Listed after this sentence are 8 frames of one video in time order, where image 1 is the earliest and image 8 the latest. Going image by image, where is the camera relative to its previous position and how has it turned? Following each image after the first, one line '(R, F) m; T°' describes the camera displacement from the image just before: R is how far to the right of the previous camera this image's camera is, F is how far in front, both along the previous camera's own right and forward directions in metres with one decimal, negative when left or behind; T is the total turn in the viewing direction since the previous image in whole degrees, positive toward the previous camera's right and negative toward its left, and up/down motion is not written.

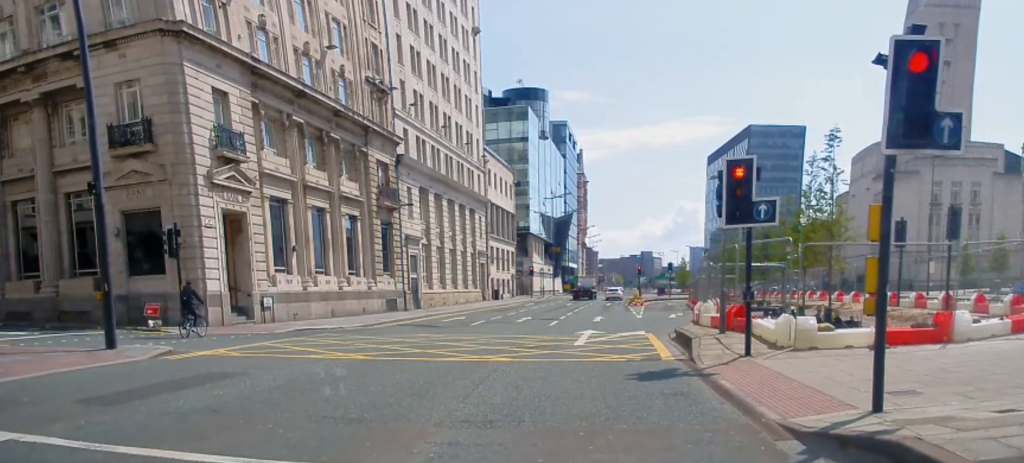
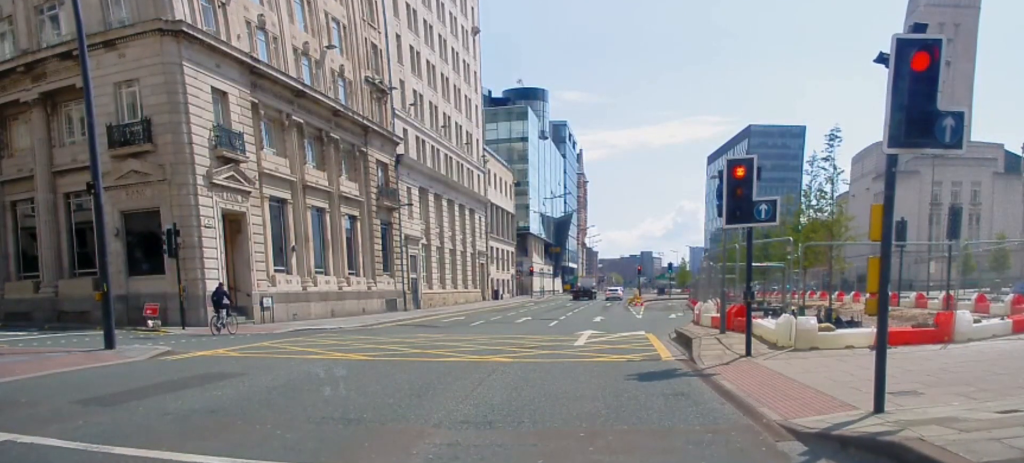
(-0.1, +0.1) m; 0°
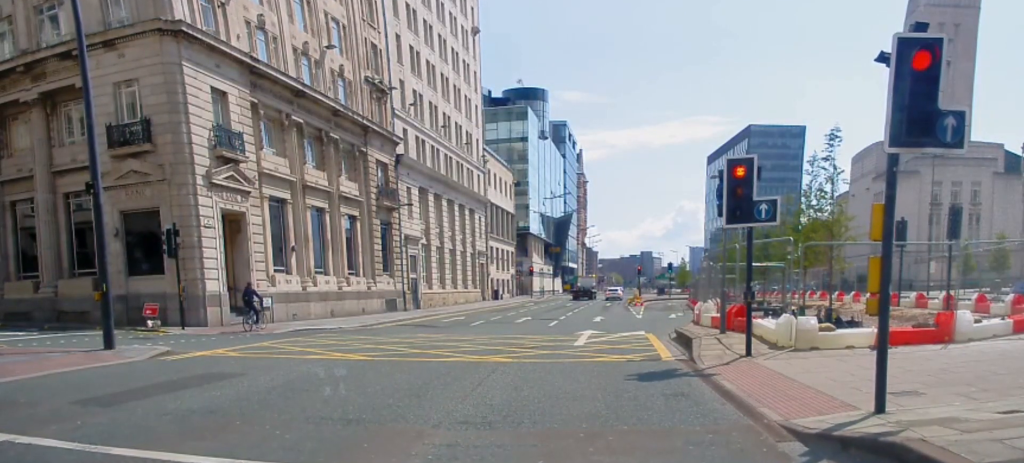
(0.0, 0.0) m; 0°
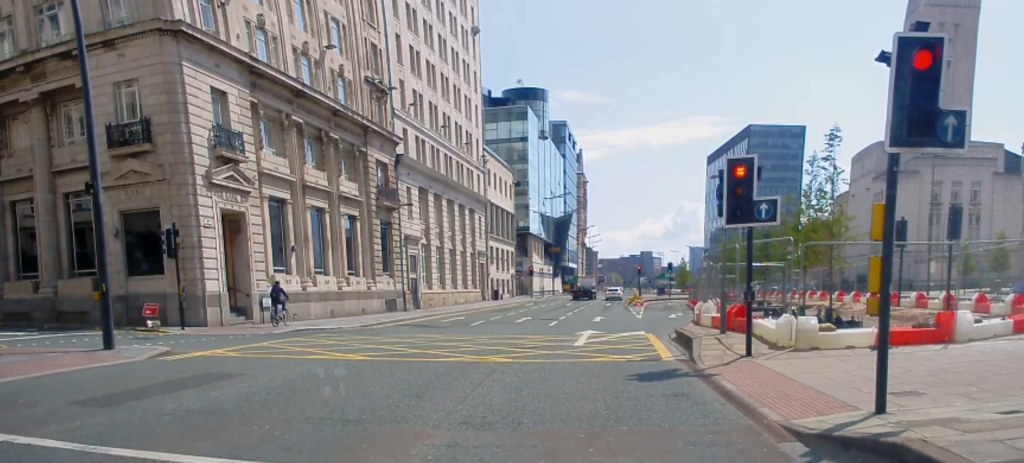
(0.0, 0.0) m; 0°
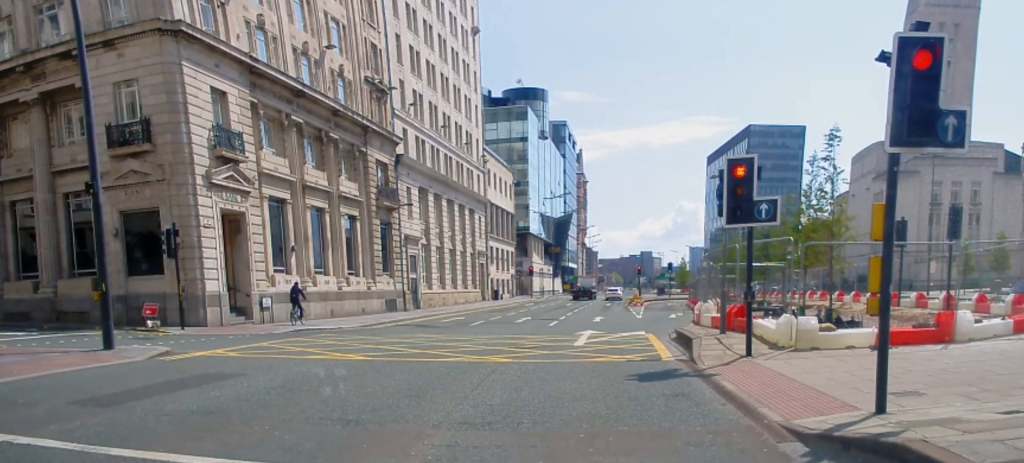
(0.0, 0.0) m; 0°
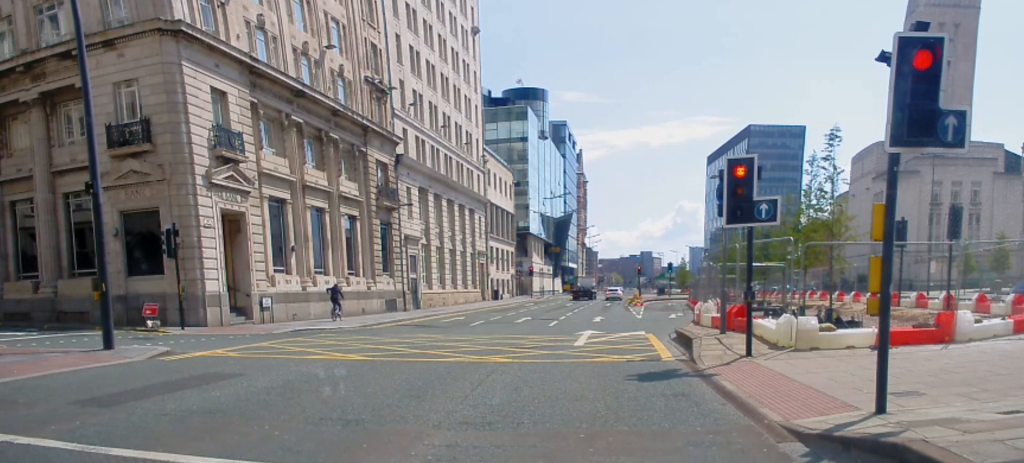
(0.0, 0.0) m; 0°
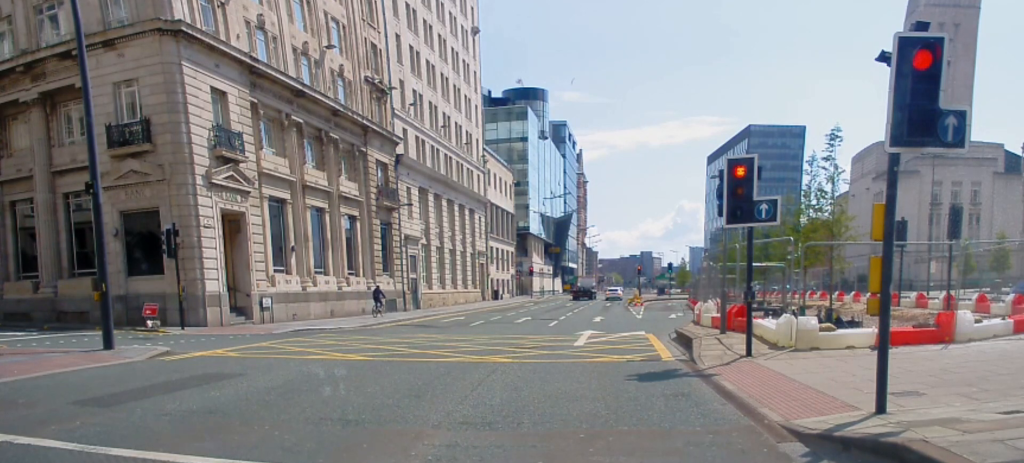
(0.0, 0.0) m; 0°
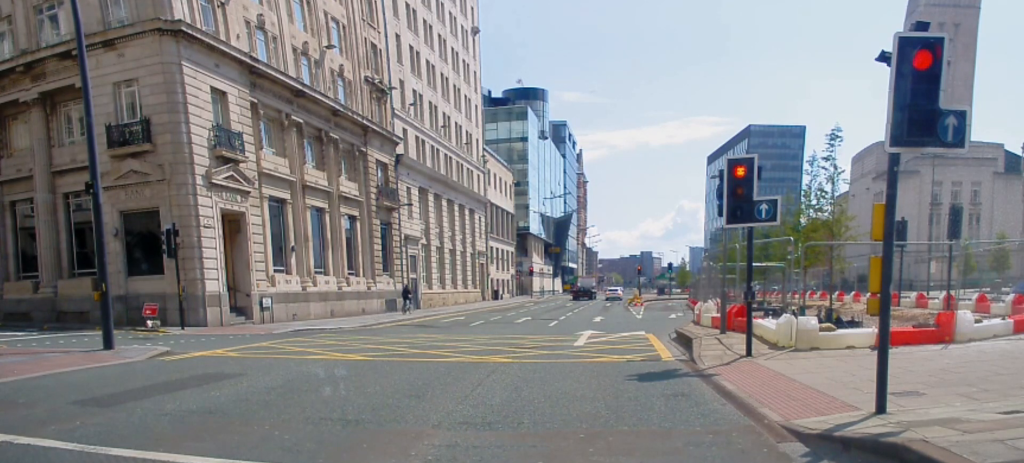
(0.0, 0.0) m; 0°
